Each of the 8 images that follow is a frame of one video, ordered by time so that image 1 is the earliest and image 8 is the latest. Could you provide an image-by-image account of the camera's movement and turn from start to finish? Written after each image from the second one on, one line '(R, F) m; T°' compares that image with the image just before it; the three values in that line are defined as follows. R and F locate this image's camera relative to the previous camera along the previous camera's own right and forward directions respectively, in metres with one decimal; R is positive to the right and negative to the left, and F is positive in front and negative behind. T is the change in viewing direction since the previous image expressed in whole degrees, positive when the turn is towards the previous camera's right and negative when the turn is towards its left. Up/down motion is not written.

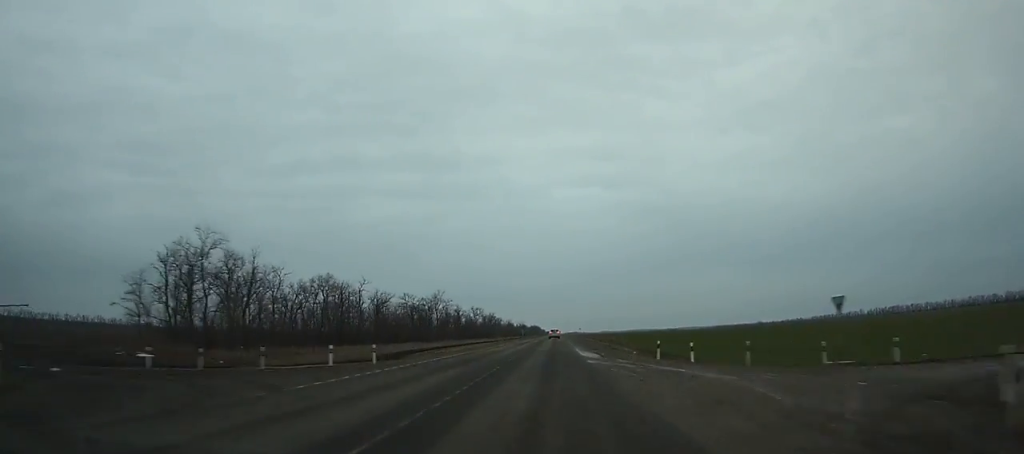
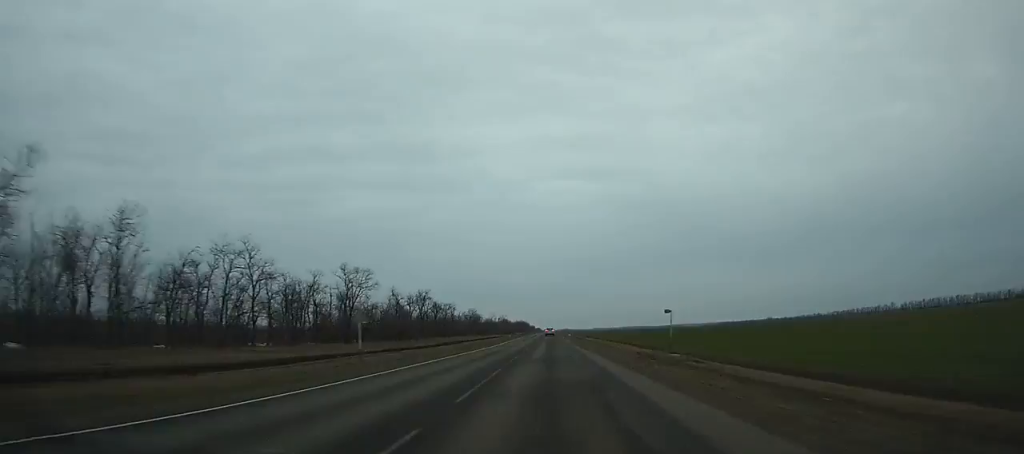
(+0.8, +130.9) m; 0°
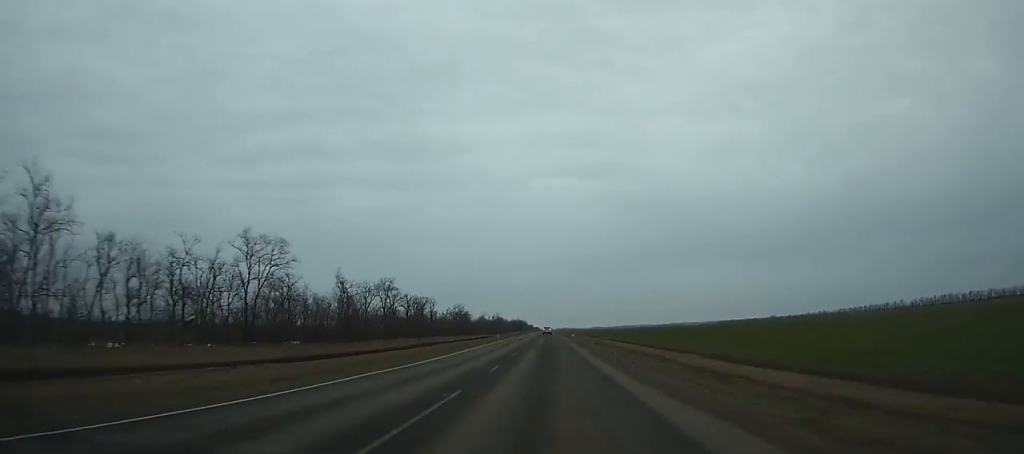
(+0.1, +30.7) m; 0°
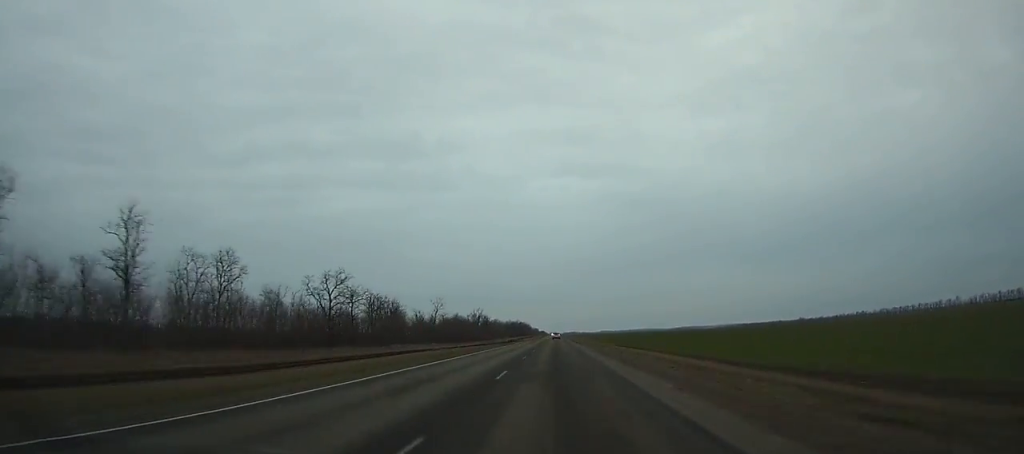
(-0.4, +123.2) m; 0°
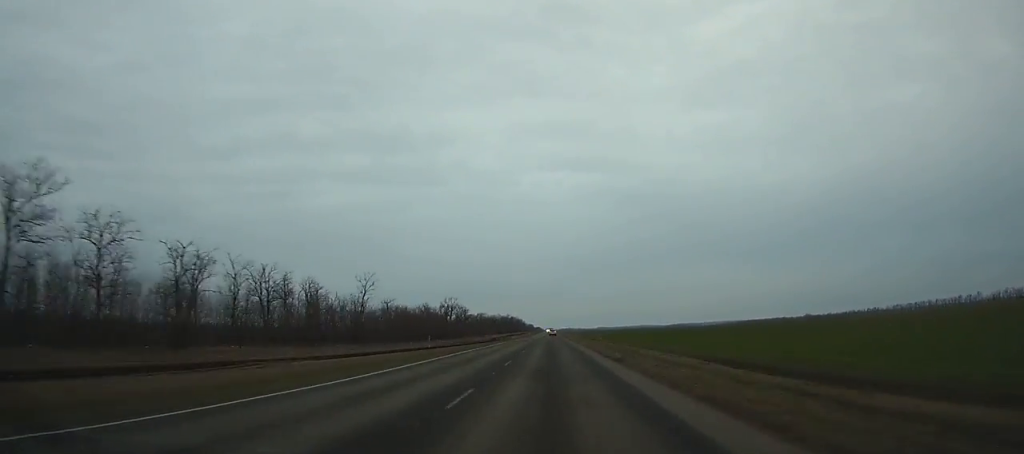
(0.0, +54.5) m; 0°
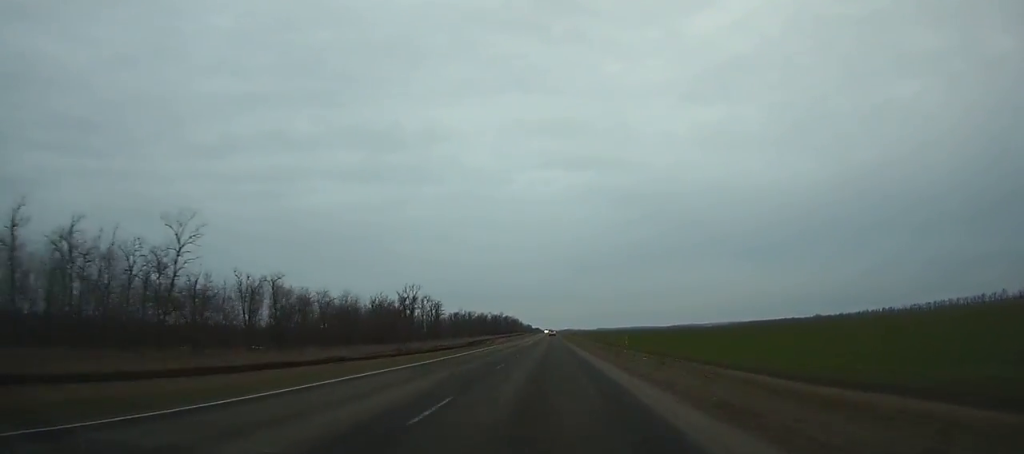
(+0.1, +49.6) m; 0°
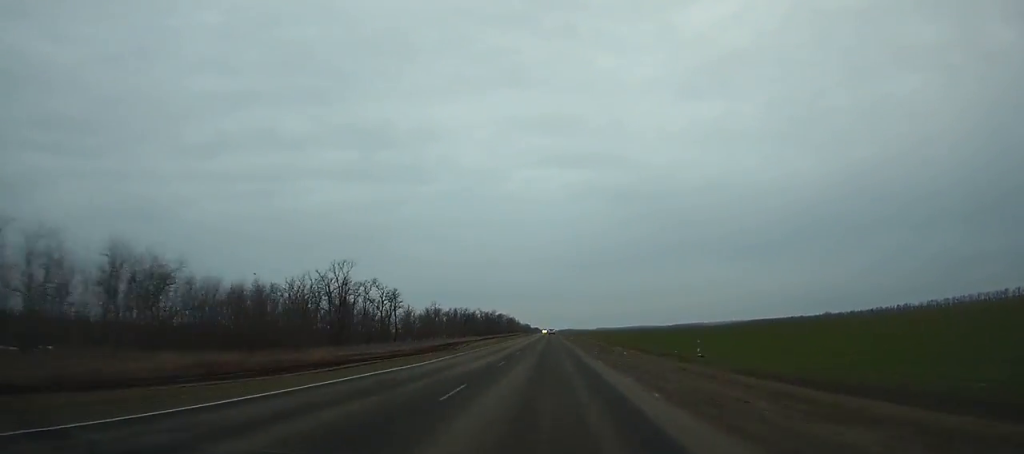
(-0.1, +44.9) m; 0°
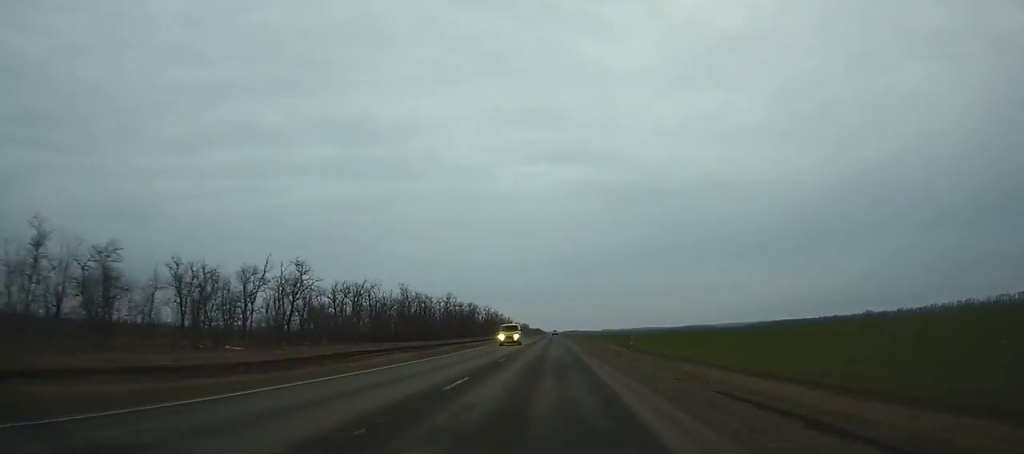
(+0.3, +141.4) m; 0°
